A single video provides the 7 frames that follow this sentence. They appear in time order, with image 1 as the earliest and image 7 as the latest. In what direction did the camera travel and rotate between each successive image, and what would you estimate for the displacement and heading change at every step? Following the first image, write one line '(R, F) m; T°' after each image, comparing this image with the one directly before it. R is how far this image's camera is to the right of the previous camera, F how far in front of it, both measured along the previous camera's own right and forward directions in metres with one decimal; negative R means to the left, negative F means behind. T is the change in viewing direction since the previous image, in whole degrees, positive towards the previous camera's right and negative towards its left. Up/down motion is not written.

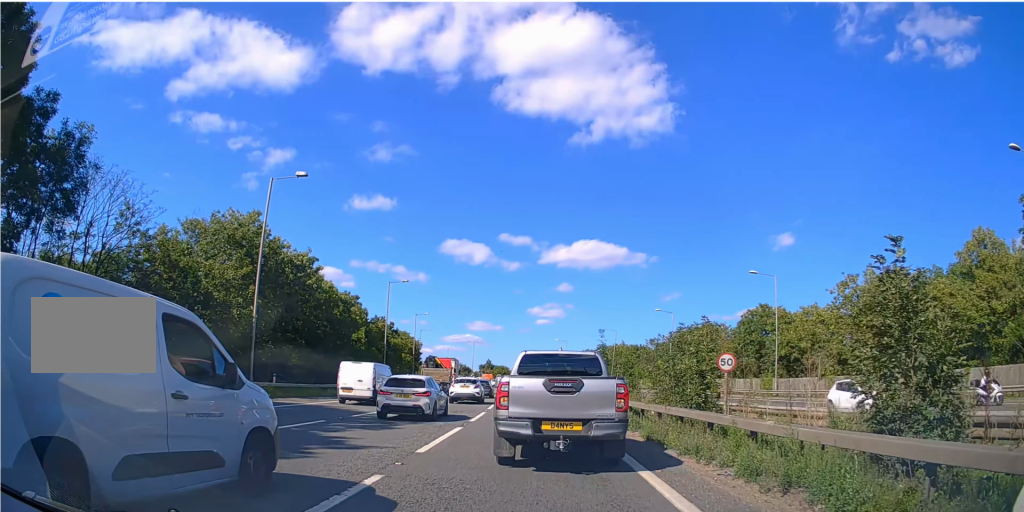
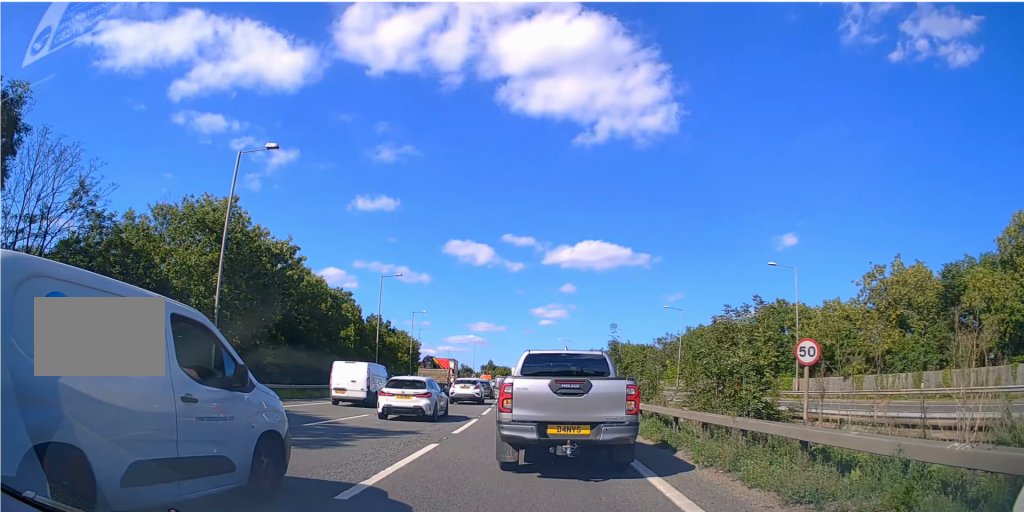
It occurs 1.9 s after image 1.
(-0.2, +4.5) m; 0°
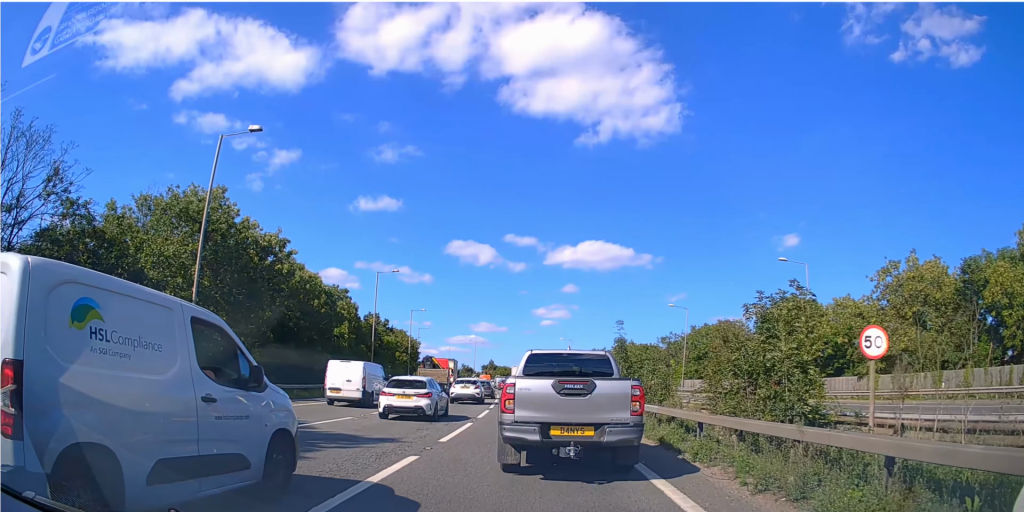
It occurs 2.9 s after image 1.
(+0.1, +2.2) m; 0°
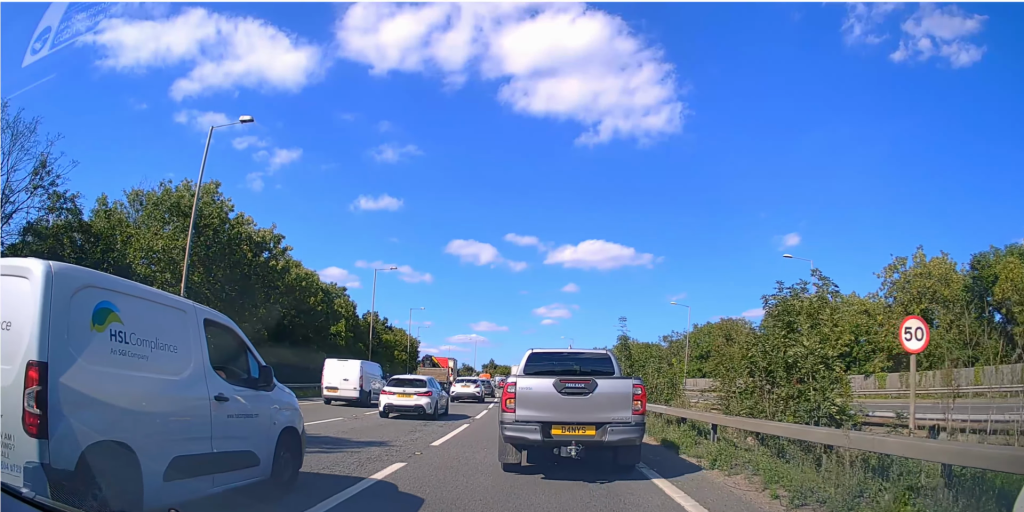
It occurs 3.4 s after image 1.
(0.0, +1.0) m; -2°
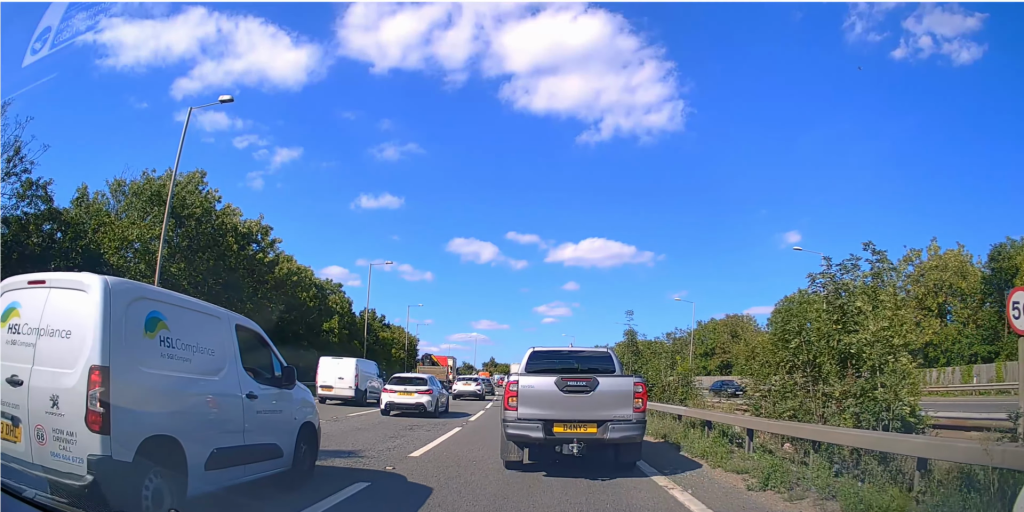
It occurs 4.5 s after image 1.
(-0.1, +2.1) m; -3°
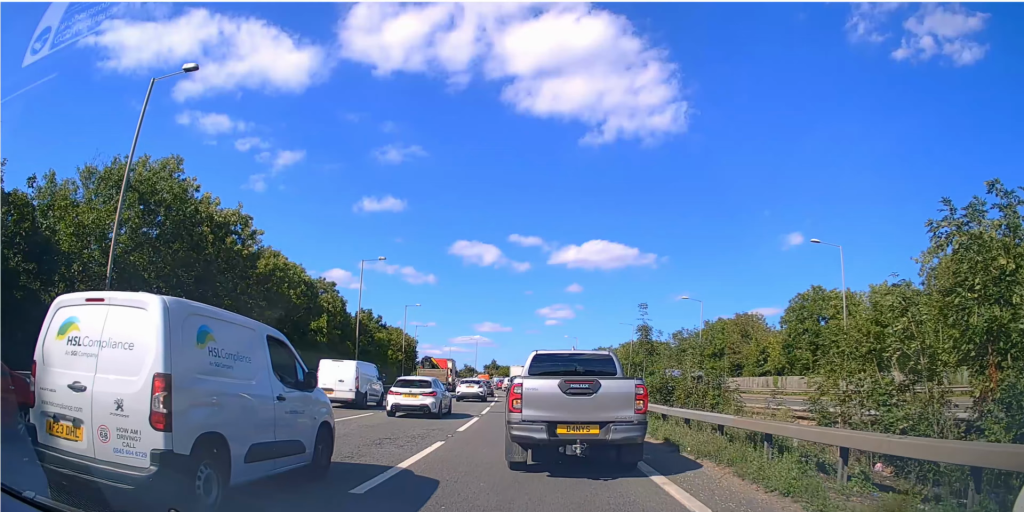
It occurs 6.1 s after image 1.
(+0.1, +3.1) m; +3°
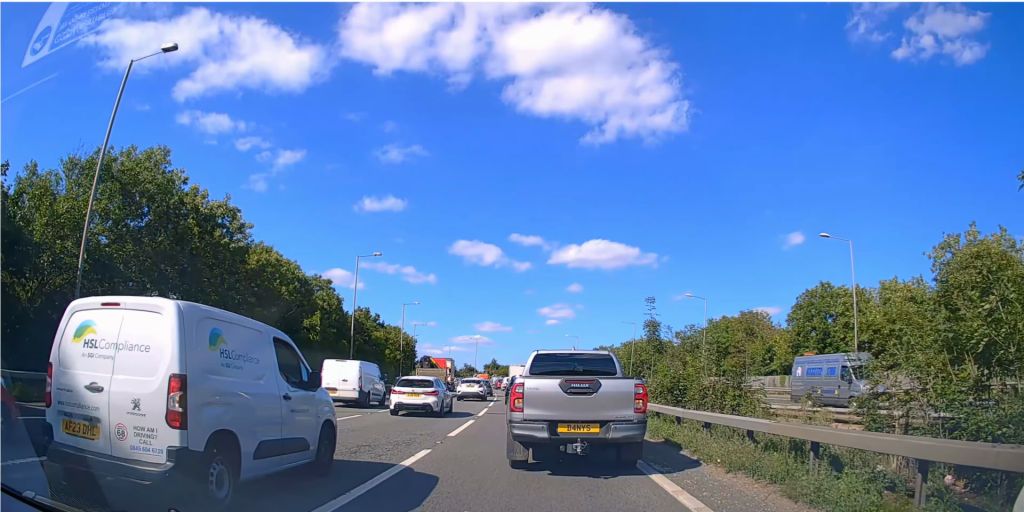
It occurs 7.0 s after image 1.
(0.0, +1.5) m; +1°
